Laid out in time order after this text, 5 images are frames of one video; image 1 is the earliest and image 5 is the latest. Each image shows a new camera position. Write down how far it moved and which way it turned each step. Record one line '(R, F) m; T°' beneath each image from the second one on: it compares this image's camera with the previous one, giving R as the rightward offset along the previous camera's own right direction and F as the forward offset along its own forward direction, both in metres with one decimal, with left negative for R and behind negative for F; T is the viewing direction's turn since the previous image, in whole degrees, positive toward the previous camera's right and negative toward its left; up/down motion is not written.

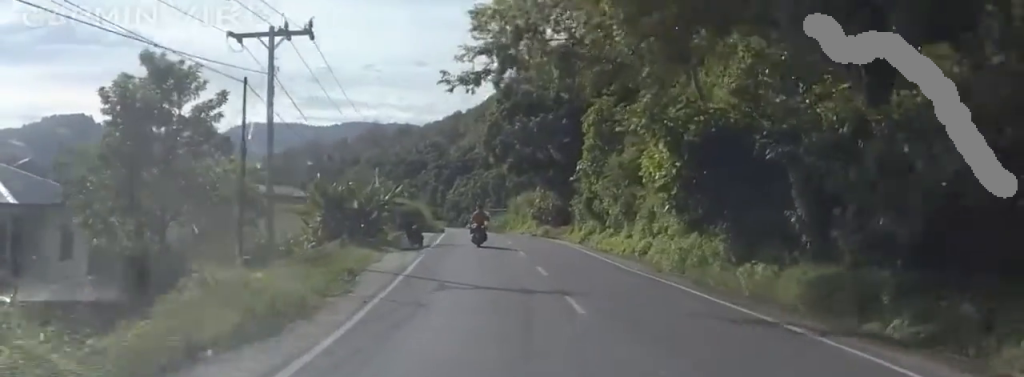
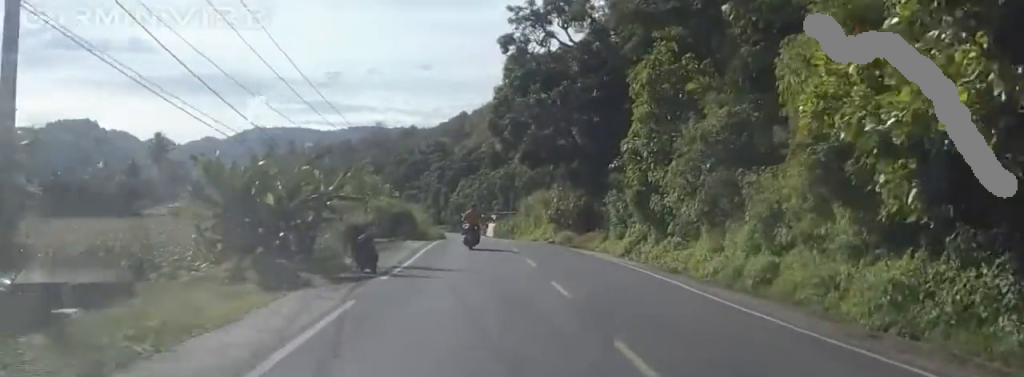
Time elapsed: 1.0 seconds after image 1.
(+0.6, +15.1) m; 0°
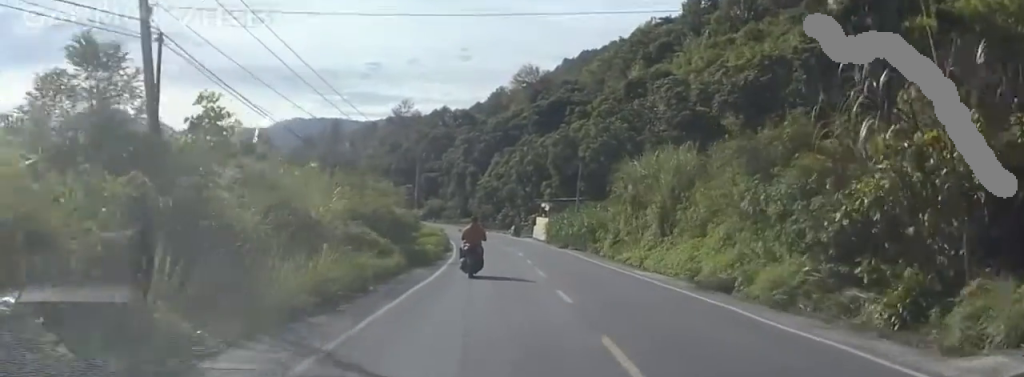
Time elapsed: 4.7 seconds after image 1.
(-4.8, +54.3) m; -7°
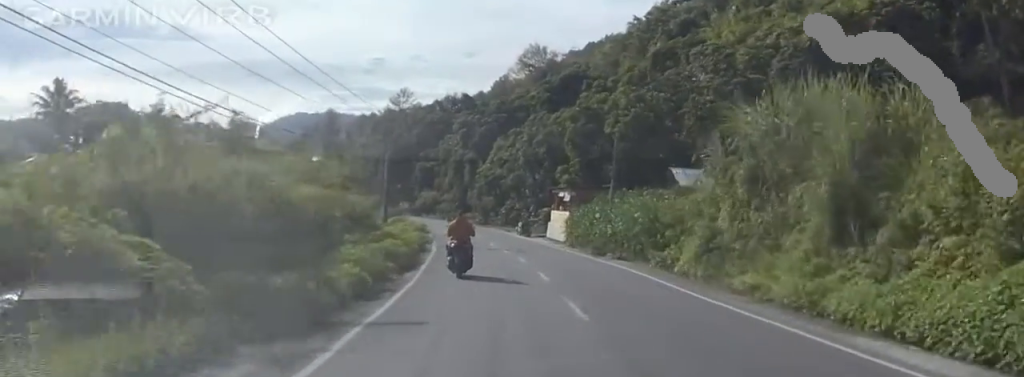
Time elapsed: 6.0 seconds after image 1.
(-1.2, +19.3) m; -1°
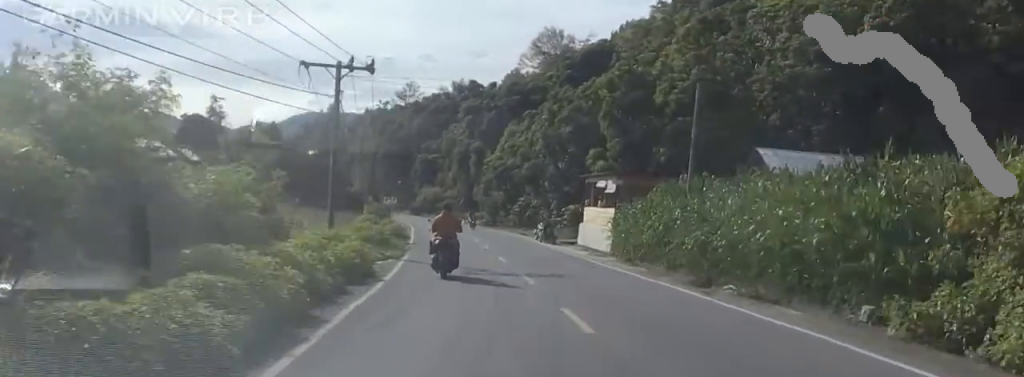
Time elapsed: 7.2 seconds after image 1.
(+0.7, +17.7) m; -1°
